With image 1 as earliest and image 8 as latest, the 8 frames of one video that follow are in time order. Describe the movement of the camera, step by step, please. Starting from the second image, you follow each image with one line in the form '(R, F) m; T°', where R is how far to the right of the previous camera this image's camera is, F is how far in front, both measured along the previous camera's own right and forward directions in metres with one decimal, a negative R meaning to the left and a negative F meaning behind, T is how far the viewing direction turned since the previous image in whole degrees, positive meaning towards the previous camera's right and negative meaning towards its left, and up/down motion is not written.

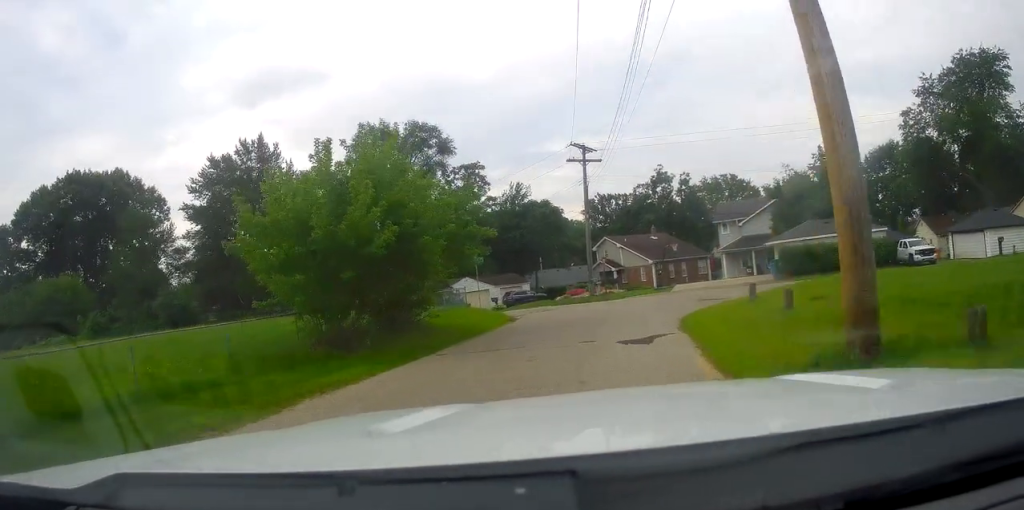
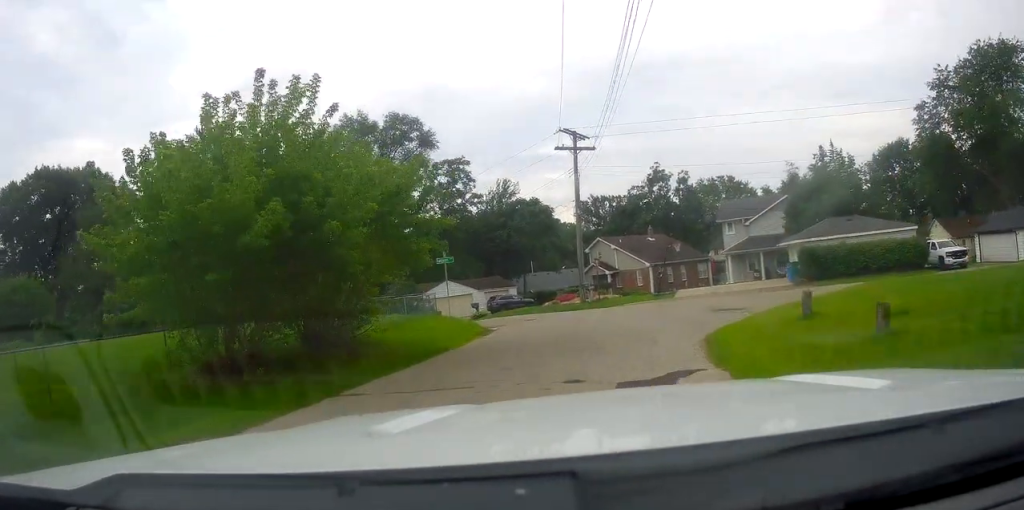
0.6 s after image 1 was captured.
(+0.4, +5.3) m; +1°
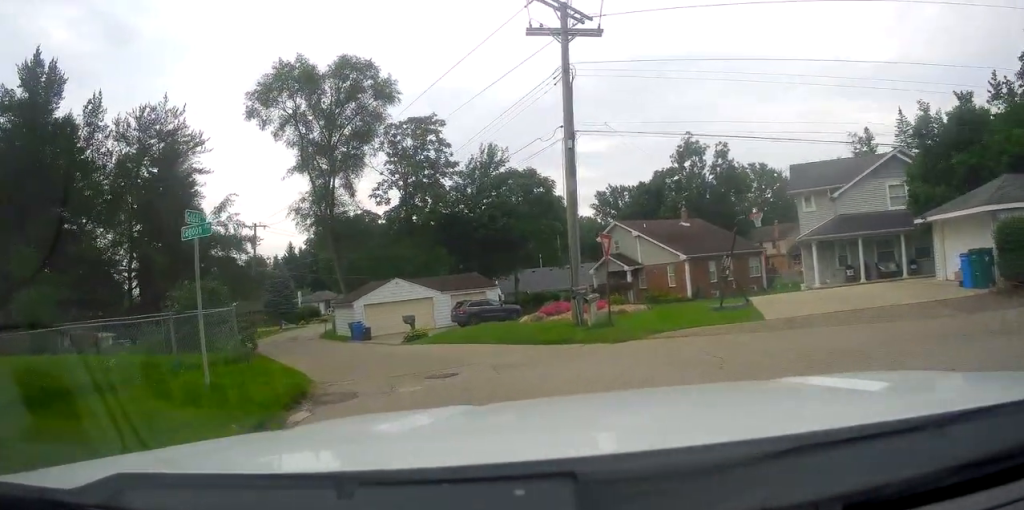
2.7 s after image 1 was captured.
(+0.9, +18.0) m; +3°
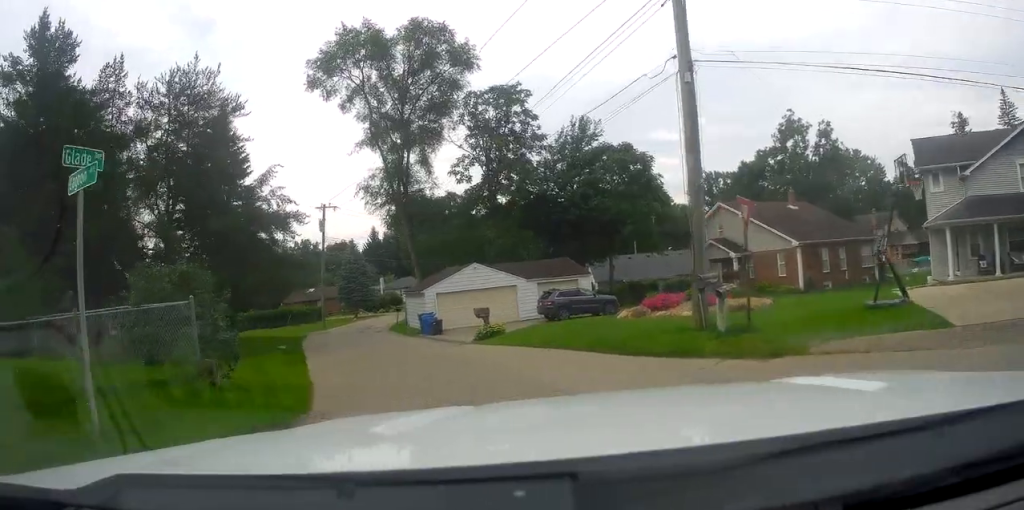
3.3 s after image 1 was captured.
(-0.4, +5.1) m; -9°
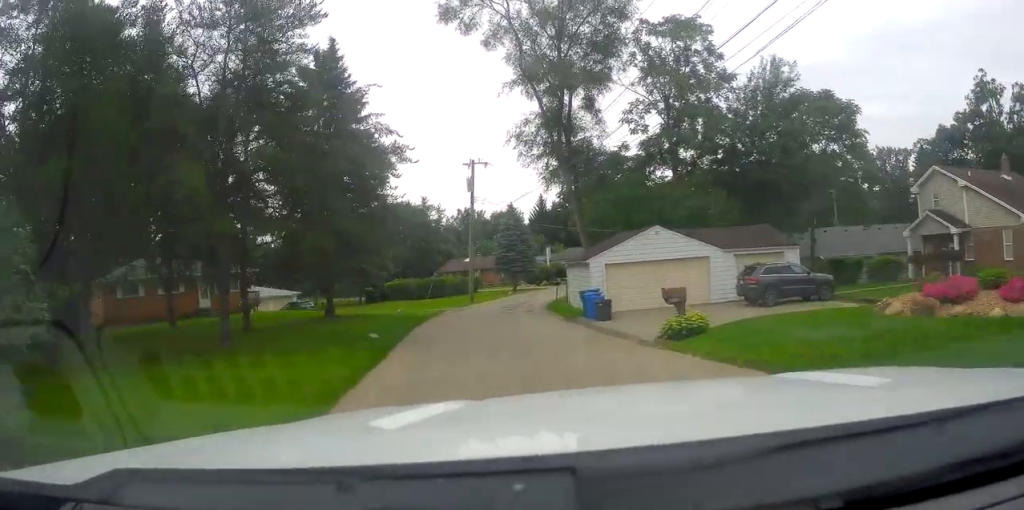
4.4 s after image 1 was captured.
(-1.2, +8.1) m; -15°
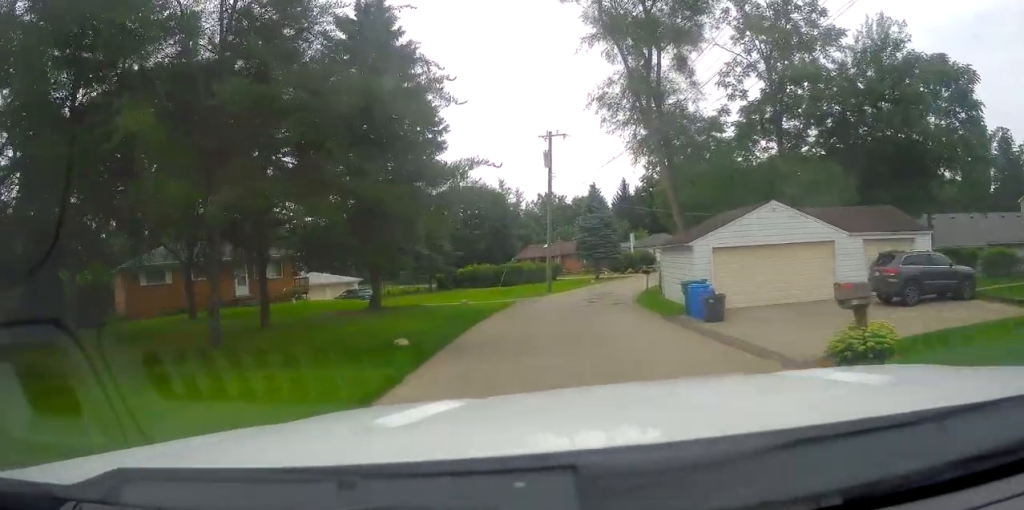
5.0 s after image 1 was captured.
(-0.4, +5.0) m; -8°
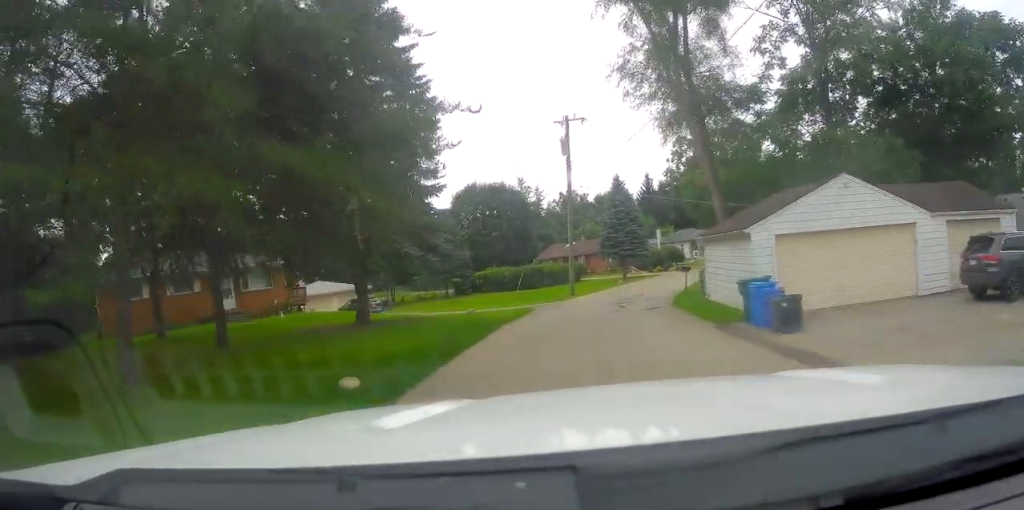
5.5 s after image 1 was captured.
(0.0, +4.1) m; -5°
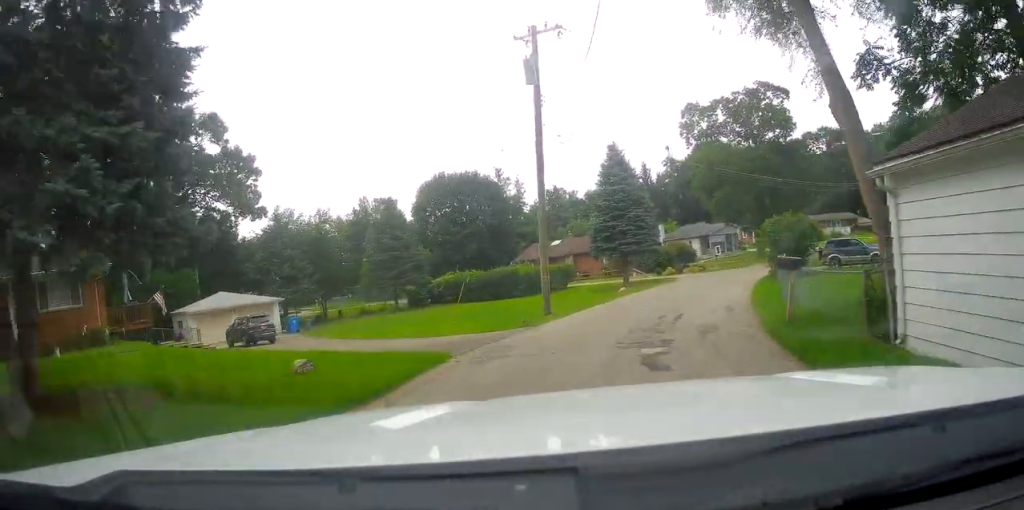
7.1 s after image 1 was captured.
(-1.6, +14.3) m; -6°
